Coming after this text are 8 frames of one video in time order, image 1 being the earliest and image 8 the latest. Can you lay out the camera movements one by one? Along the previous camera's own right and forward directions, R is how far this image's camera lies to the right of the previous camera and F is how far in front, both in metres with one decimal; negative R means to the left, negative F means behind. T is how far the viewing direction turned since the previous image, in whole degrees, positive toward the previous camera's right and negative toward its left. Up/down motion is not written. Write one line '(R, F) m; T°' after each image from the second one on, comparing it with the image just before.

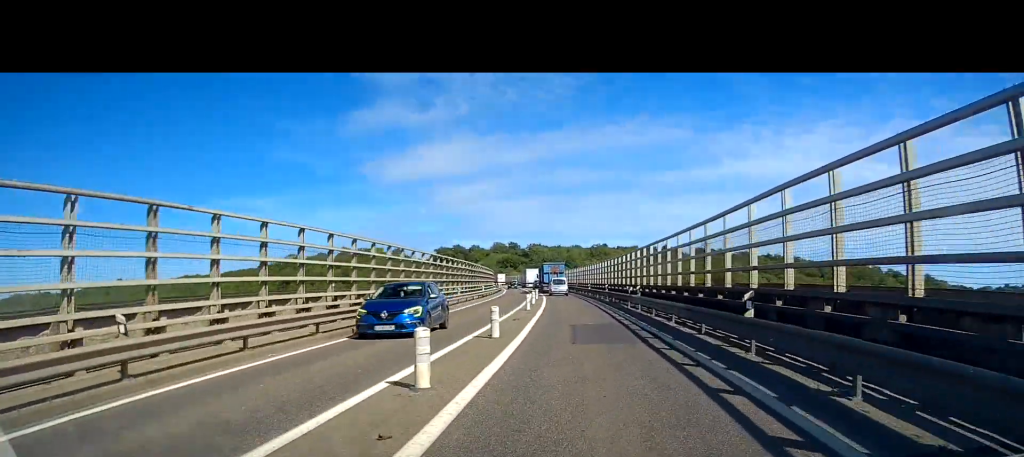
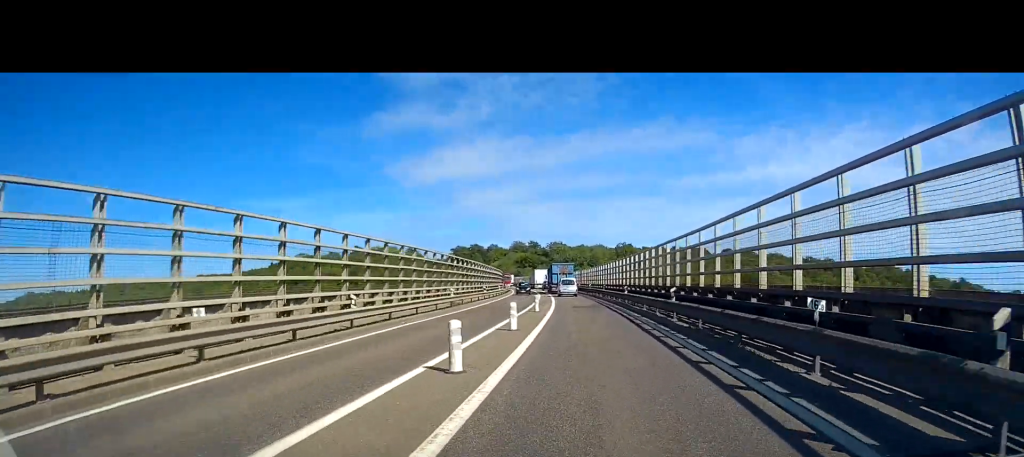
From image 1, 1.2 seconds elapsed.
(-0.3, +22.0) m; -2°
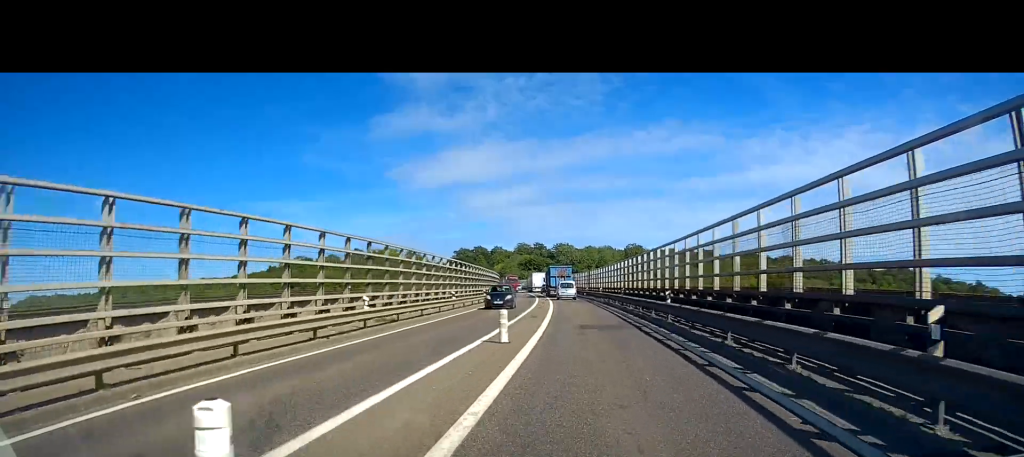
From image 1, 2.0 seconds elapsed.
(-0.2, +14.5) m; -1°
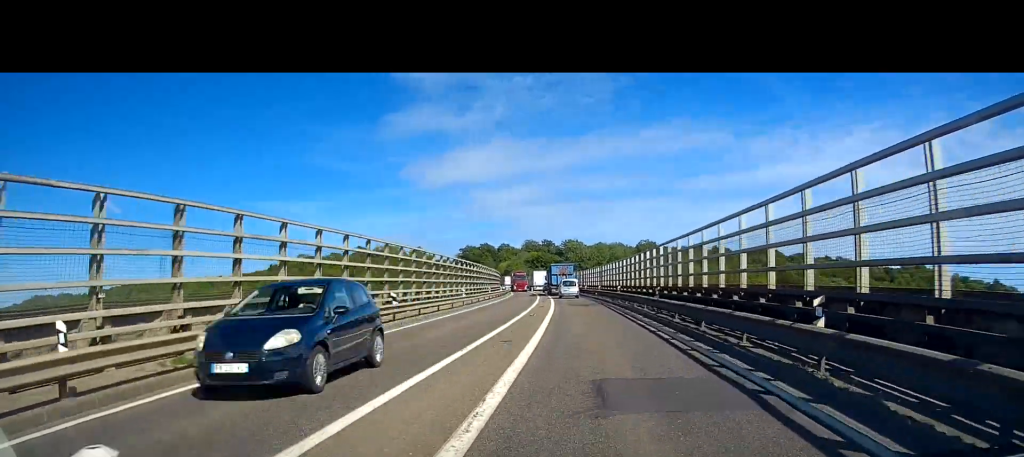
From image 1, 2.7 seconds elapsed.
(-0.1, +12.6) m; 0°
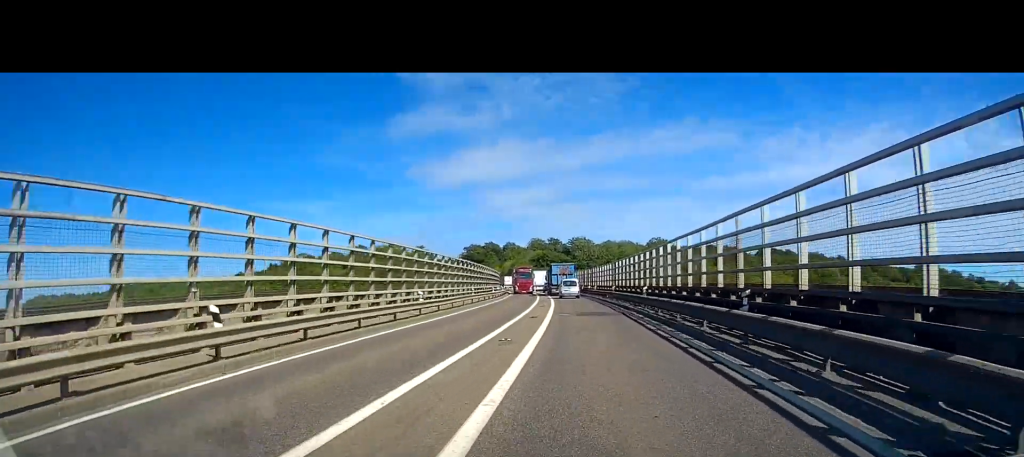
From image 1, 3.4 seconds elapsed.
(+0.1, +11.9) m; 0°
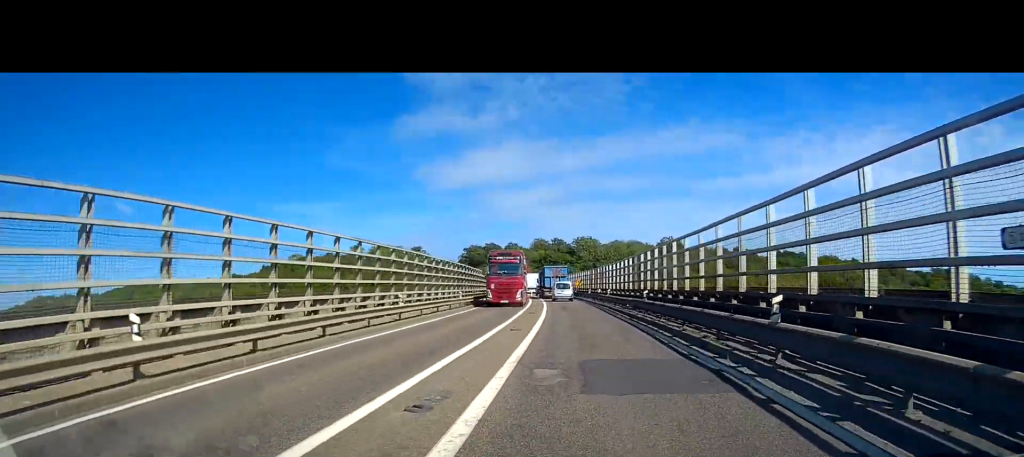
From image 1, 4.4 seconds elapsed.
(-0.1, +18.2) m; 0°
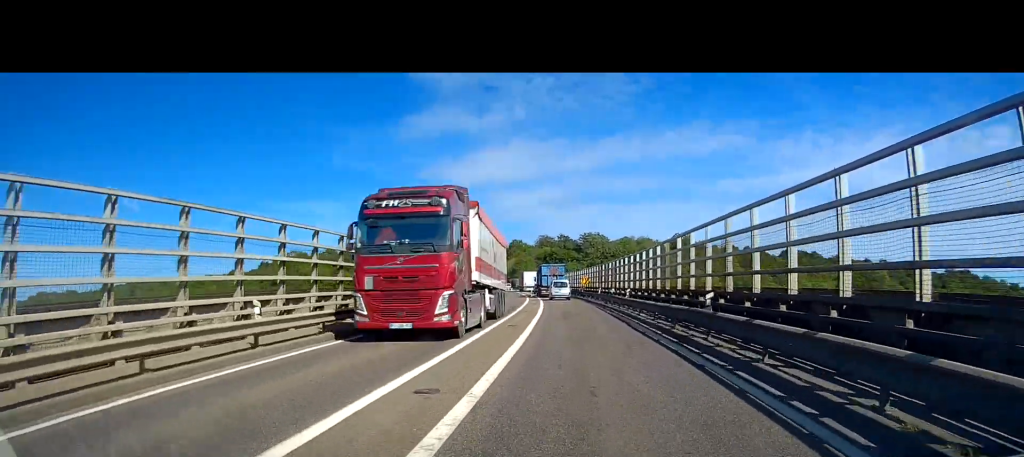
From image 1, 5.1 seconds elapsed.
(0.0, +11.7) m; -1°
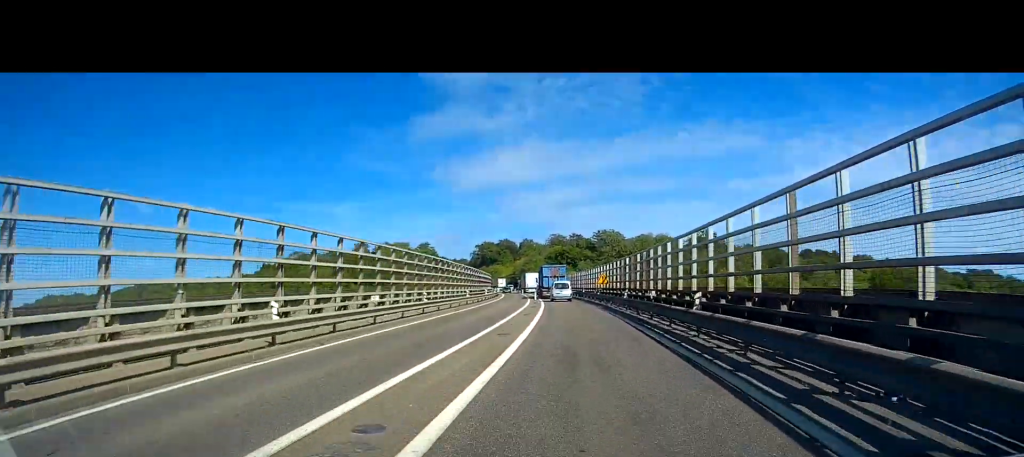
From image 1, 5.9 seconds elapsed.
(-0.2, +15.1) m; -2°
